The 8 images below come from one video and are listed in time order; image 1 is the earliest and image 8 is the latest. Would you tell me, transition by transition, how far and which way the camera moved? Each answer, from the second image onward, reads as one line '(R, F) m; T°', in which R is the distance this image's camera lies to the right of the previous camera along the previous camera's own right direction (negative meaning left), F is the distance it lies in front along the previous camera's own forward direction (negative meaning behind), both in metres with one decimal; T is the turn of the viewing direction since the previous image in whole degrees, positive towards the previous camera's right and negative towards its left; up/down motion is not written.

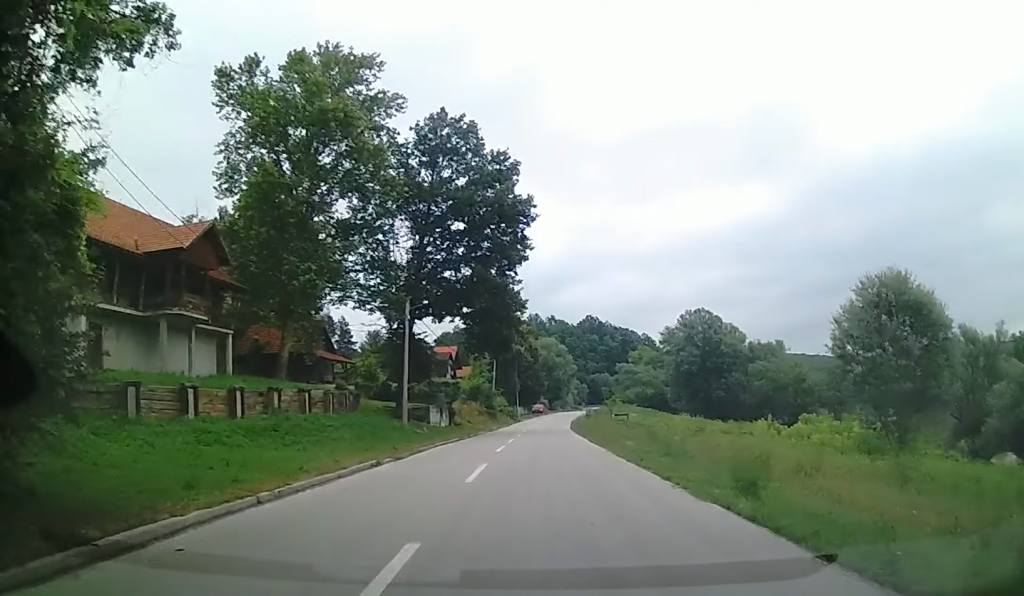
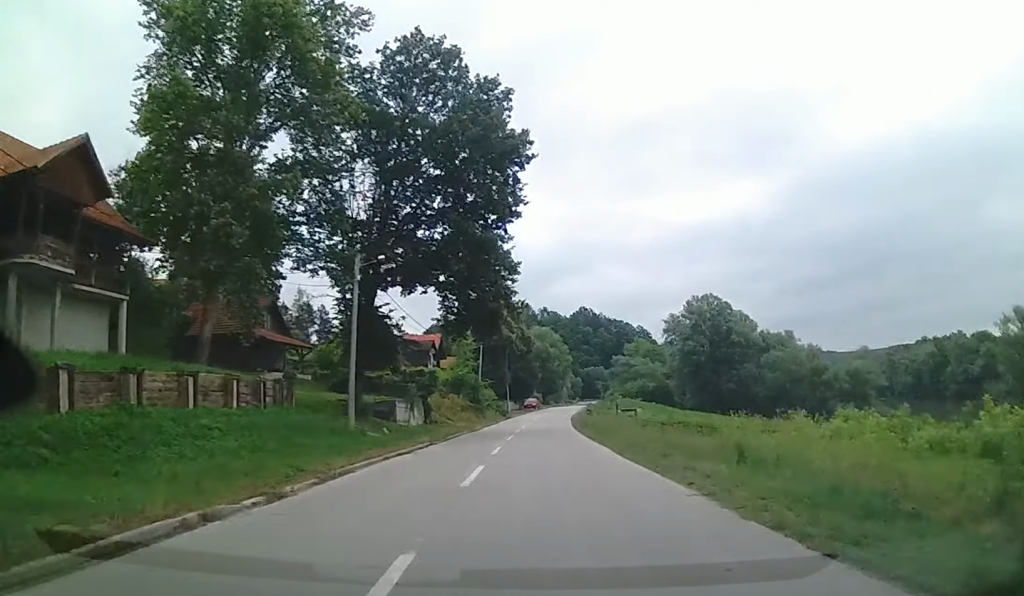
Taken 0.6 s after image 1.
(0.0, +10.4) m; +1°
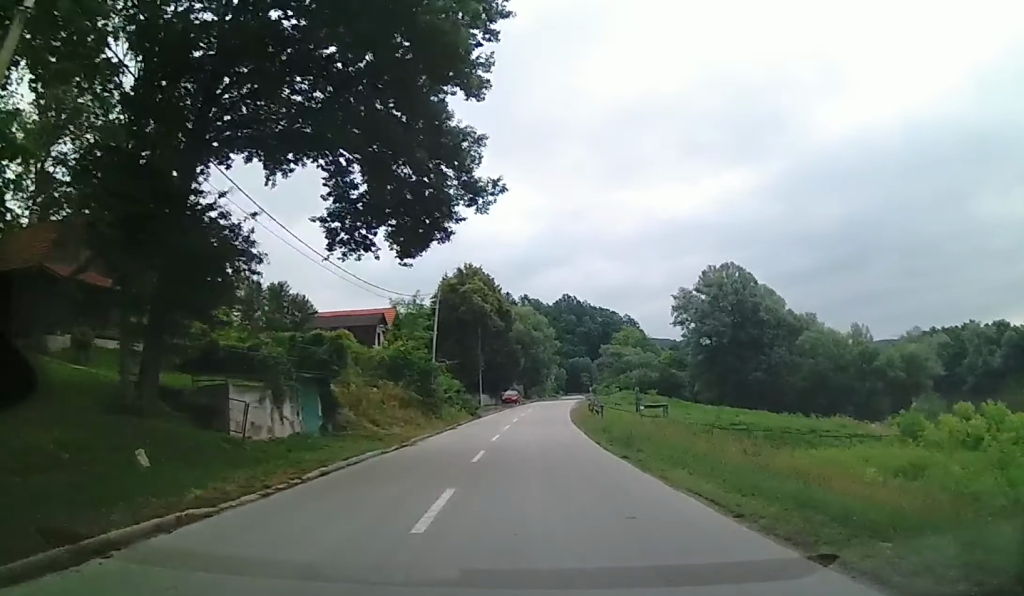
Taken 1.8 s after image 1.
(+0.5, +20.9) m; +3°
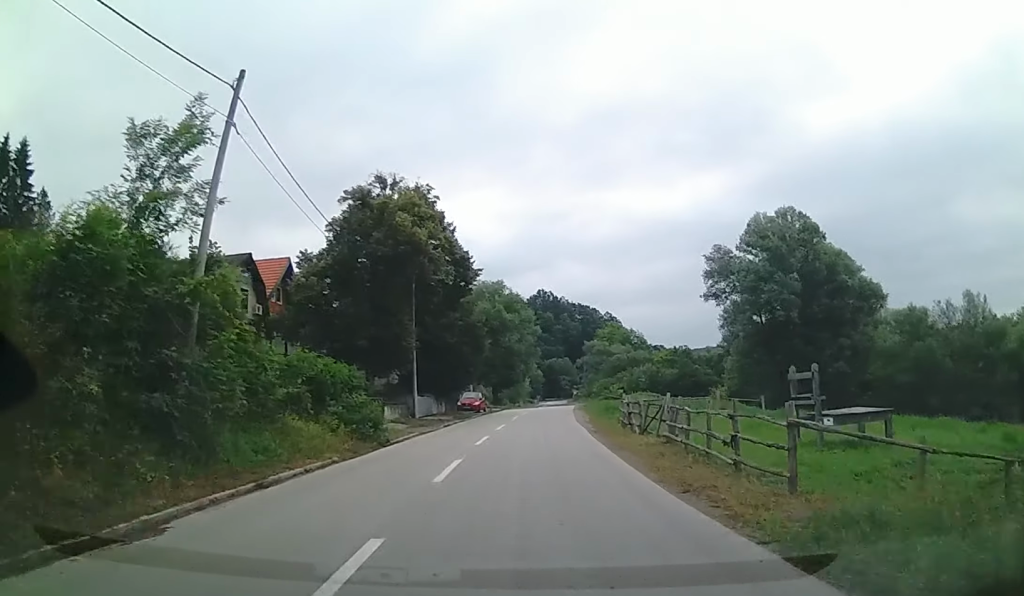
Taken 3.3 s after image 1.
(+0.4, +28.8) m; +1°
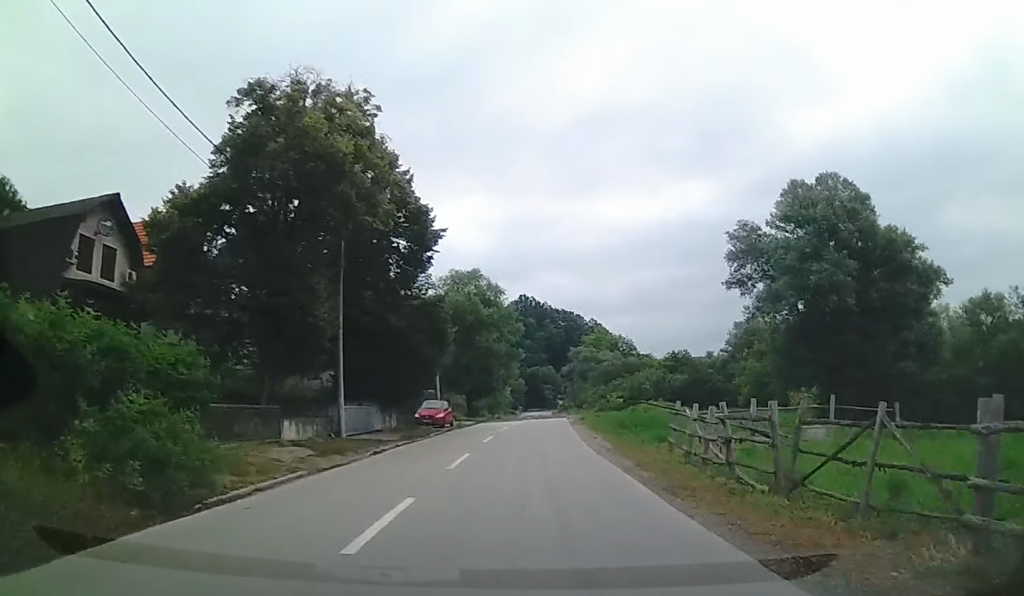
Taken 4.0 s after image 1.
(+0.2, +13.0) m; +2°
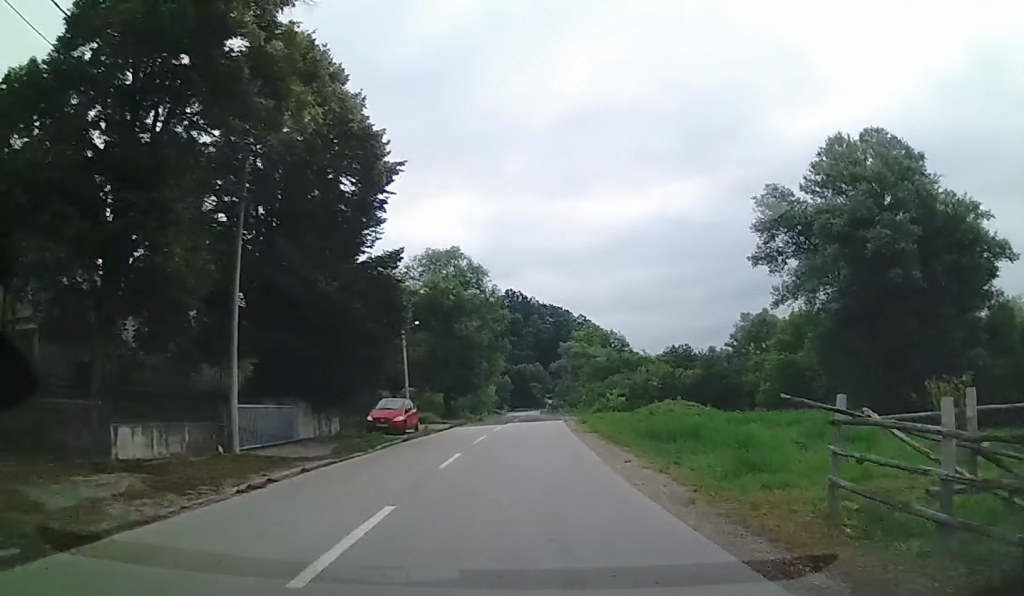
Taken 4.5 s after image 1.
(0.0, +9.3) m; +2°
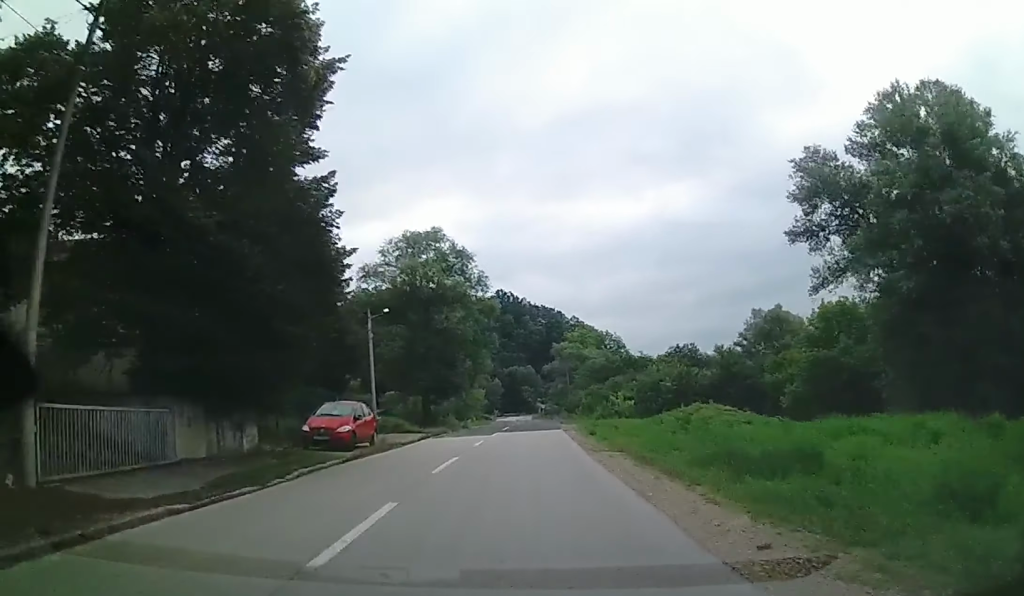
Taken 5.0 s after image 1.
(+0.3, +8.1) m; +1°
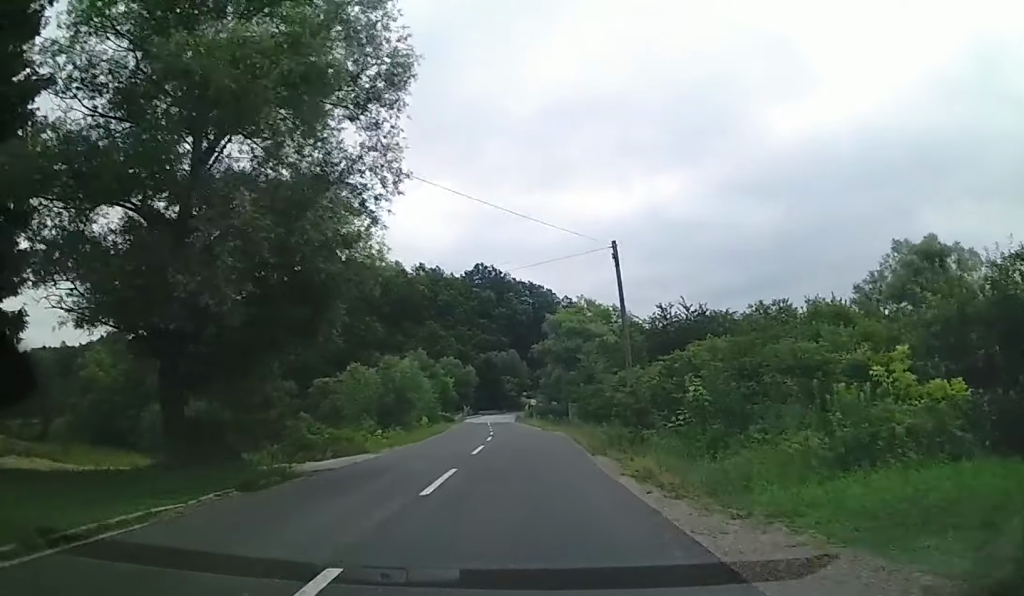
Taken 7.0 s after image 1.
(0.0, +37.4) m; -2°
